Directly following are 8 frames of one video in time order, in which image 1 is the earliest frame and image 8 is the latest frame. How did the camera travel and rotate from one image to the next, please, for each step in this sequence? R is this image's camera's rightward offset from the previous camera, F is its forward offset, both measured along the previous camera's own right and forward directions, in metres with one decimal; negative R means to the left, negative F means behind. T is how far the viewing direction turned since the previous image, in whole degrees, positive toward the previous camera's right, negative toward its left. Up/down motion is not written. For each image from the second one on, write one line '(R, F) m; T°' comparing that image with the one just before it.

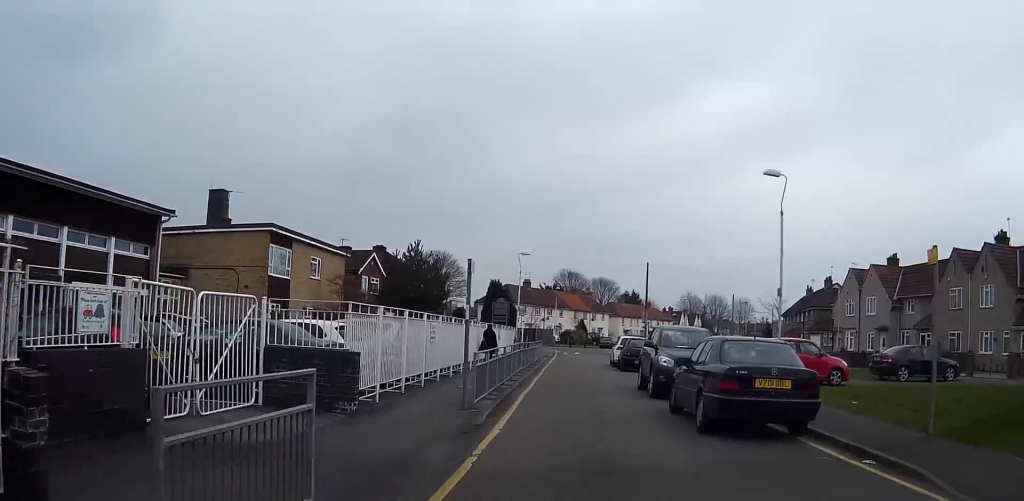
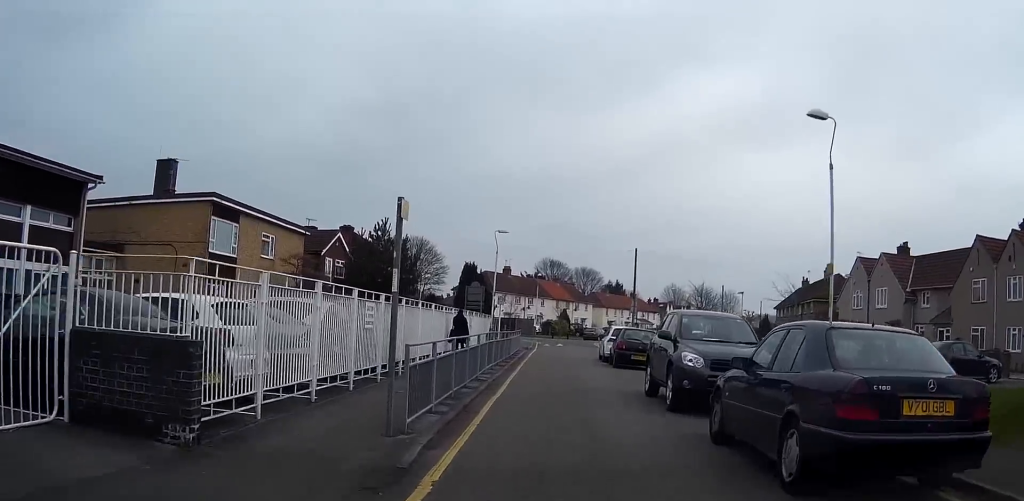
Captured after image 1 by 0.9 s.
(+0.2, +4.8) m; +2°
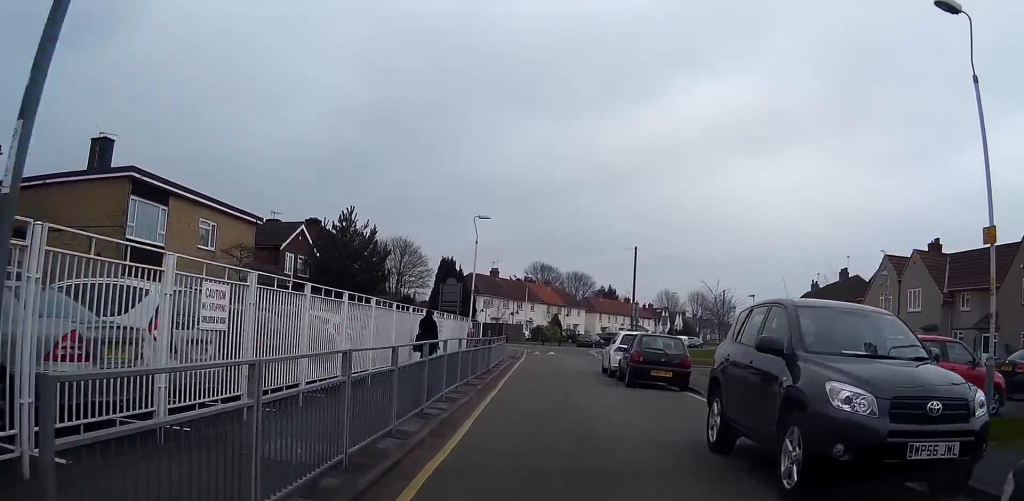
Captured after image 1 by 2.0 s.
(0.0, +6.2) m; -2°
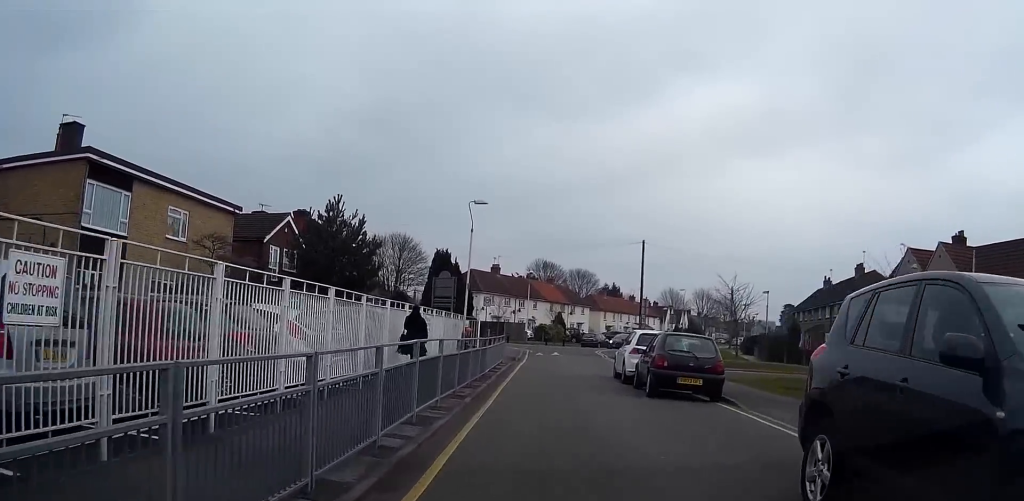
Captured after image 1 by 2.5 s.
(-0.1, +3.1) m; -1°
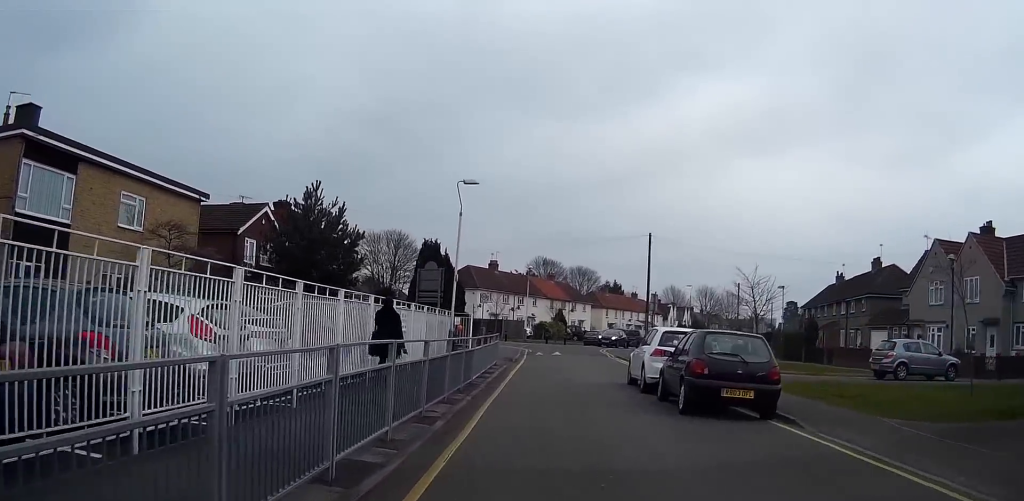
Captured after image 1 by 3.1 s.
(0.0, +3.7) m; 0°
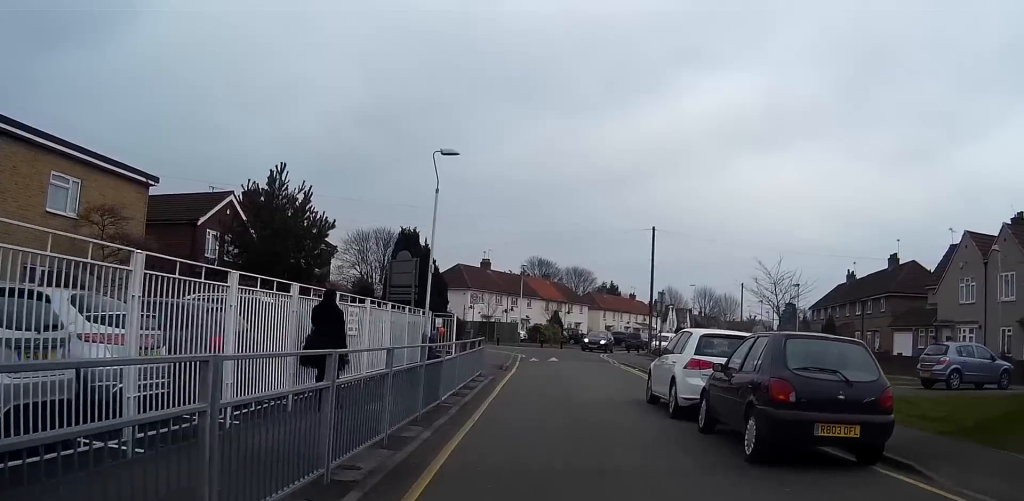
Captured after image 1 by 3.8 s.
(0.0, +4.2) m; 0°
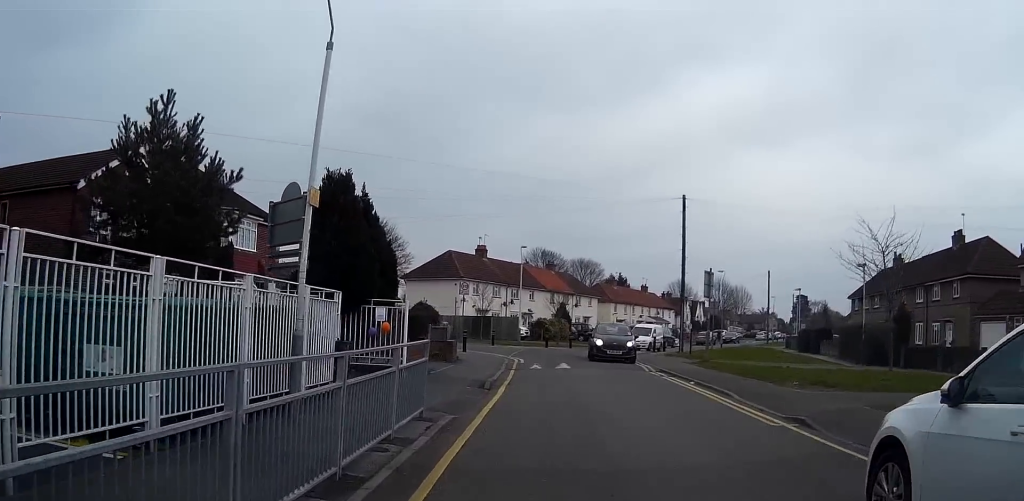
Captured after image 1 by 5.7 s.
(-0.1, +10.1) m; -1°
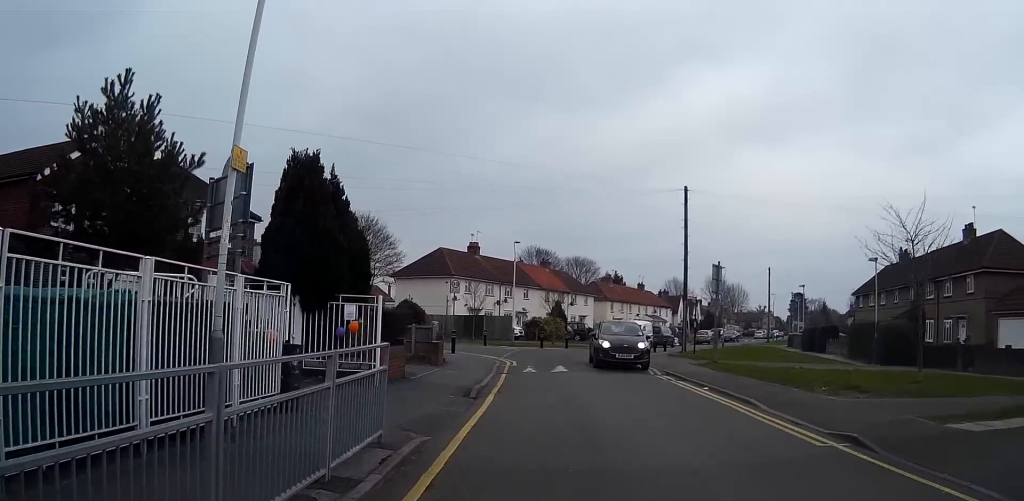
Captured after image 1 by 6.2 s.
(0.0, +2.1) m; +1°
